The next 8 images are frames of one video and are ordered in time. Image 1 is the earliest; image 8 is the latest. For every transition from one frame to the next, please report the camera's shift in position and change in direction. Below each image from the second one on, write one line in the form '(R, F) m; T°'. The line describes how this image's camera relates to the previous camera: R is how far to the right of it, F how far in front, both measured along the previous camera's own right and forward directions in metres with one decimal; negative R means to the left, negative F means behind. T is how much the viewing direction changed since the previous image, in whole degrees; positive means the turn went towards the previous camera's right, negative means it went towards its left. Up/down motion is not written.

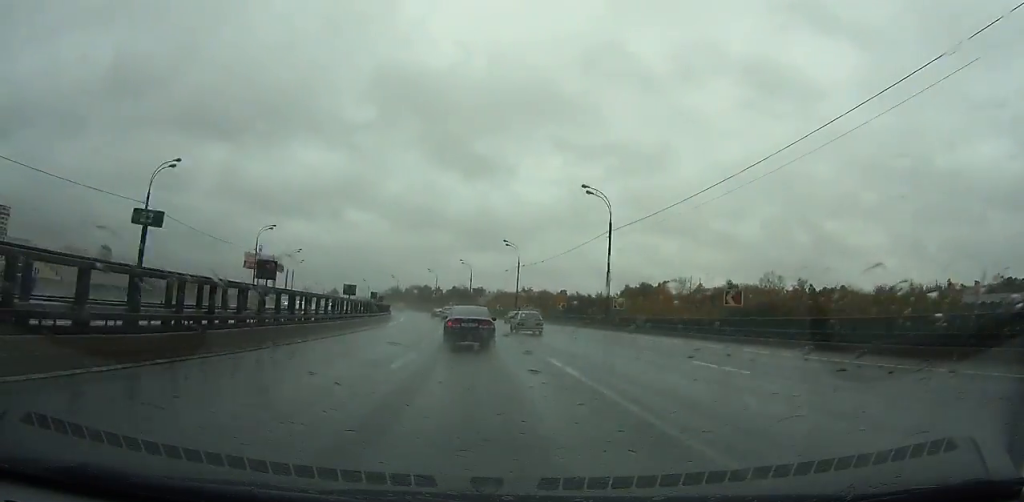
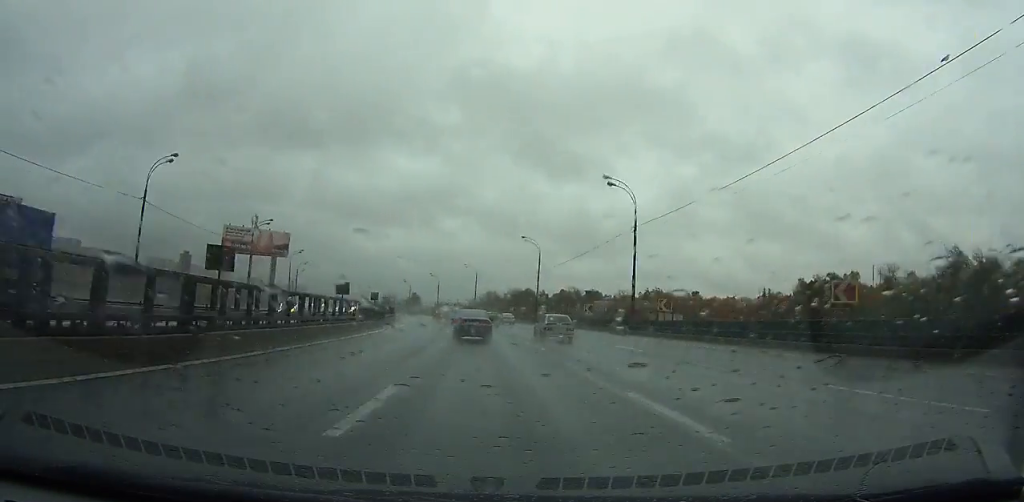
(-8.0, +86.2) m; -10°
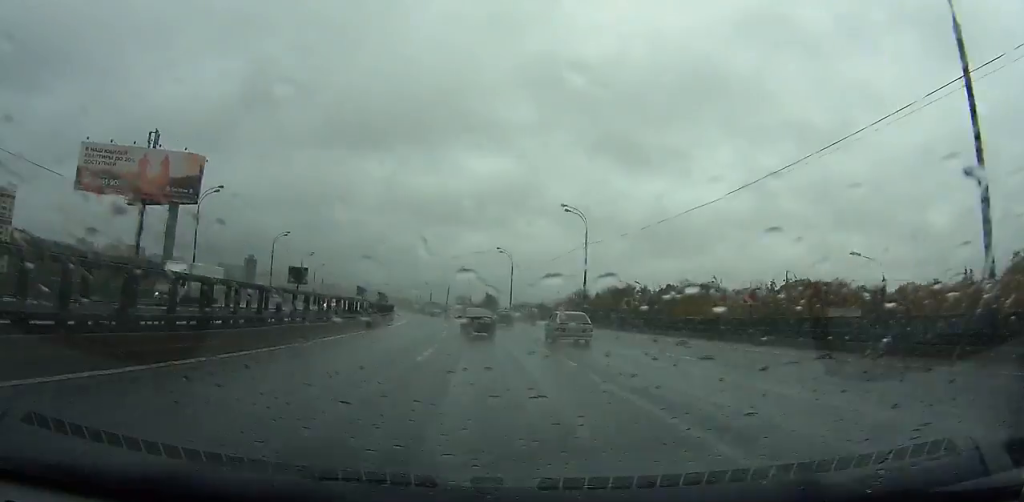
(-4.5, +67.3) m; -8°
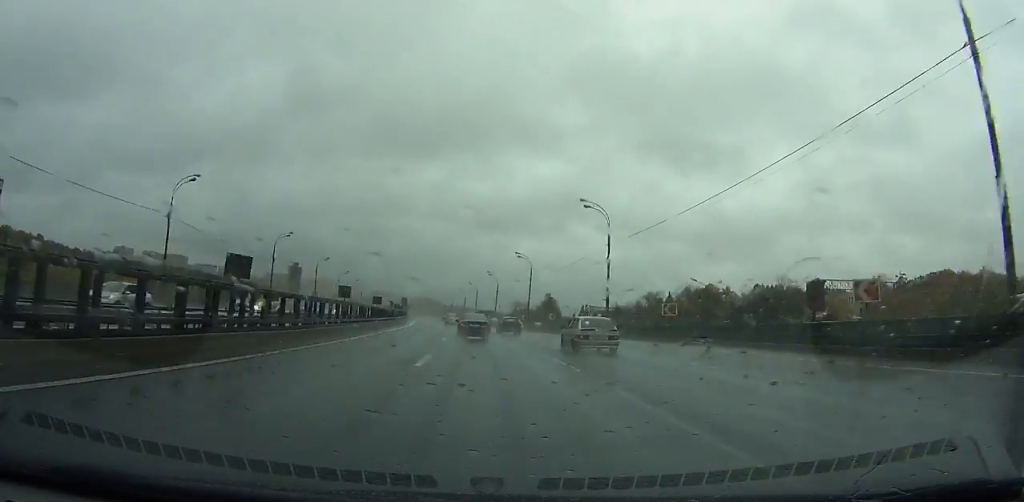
(-1.9, +45.9) m; -5°
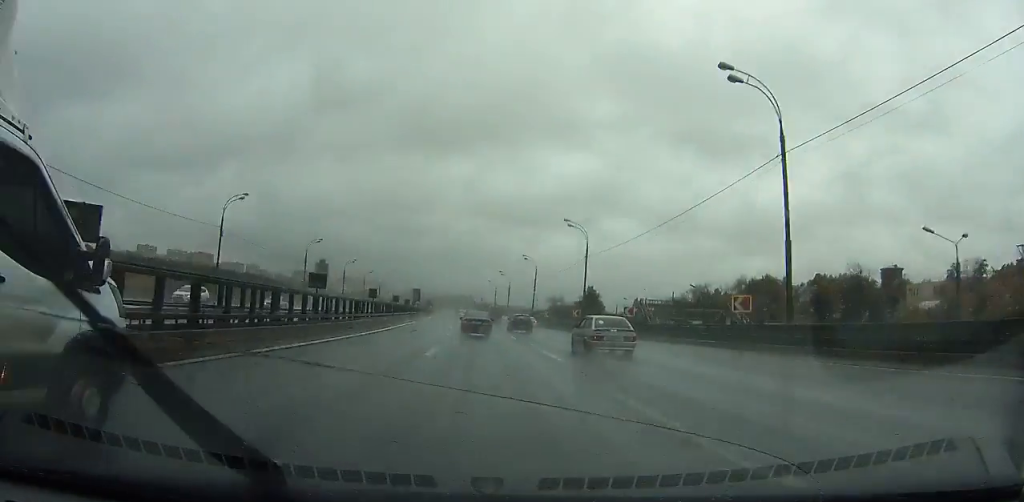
(-0.8, +28.8) m; -3°
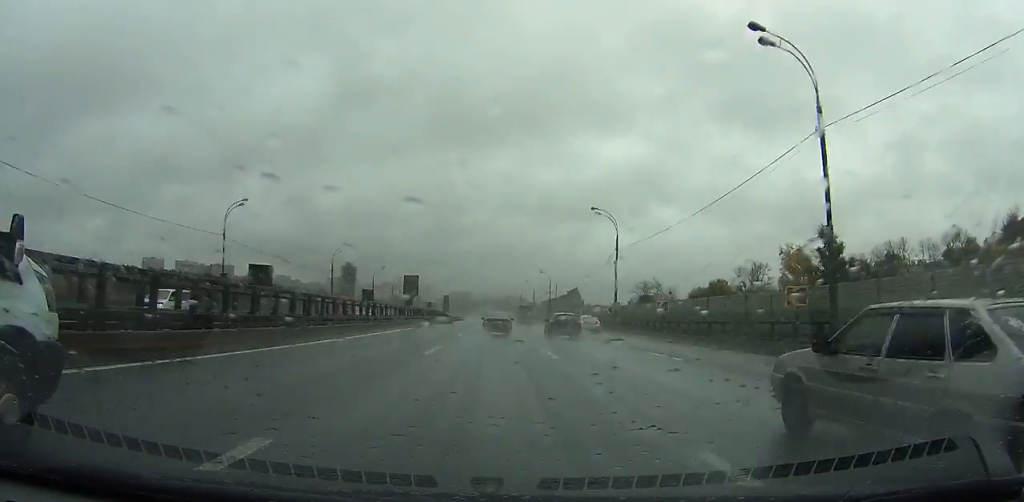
(-8.7, +125.0) m; -7°
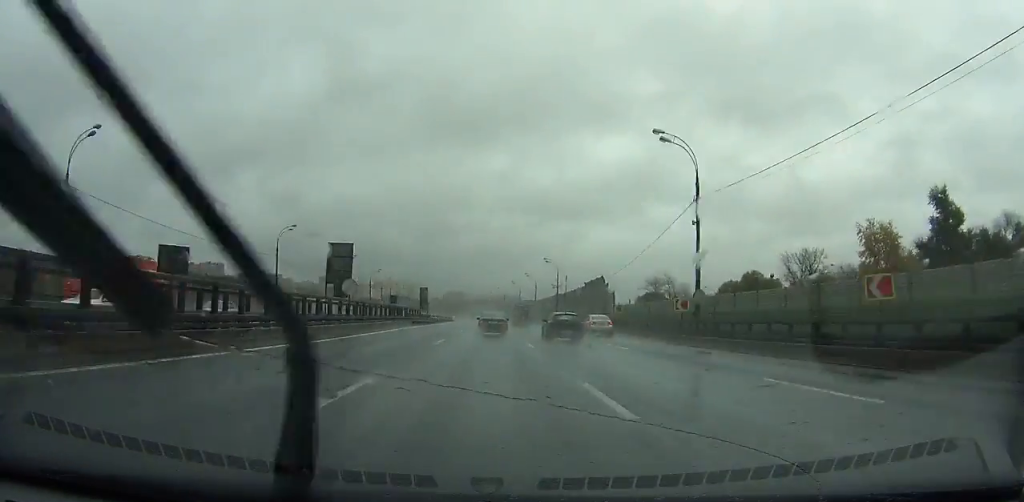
(-0.2, +26.7) m; -1°
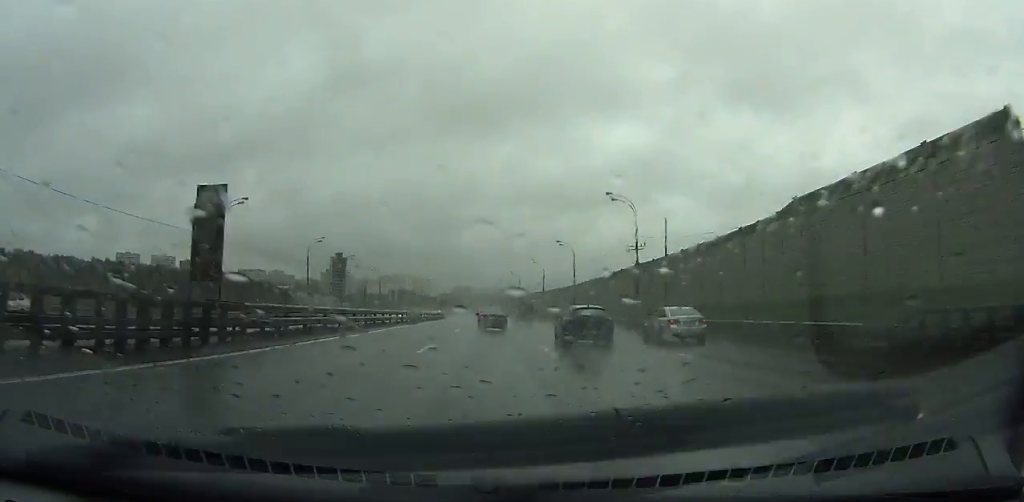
(-0.8, +58.6) m; -1°
